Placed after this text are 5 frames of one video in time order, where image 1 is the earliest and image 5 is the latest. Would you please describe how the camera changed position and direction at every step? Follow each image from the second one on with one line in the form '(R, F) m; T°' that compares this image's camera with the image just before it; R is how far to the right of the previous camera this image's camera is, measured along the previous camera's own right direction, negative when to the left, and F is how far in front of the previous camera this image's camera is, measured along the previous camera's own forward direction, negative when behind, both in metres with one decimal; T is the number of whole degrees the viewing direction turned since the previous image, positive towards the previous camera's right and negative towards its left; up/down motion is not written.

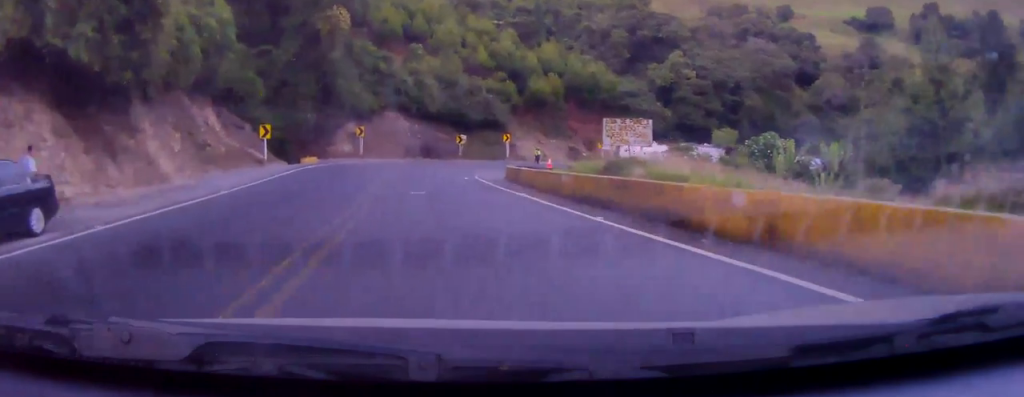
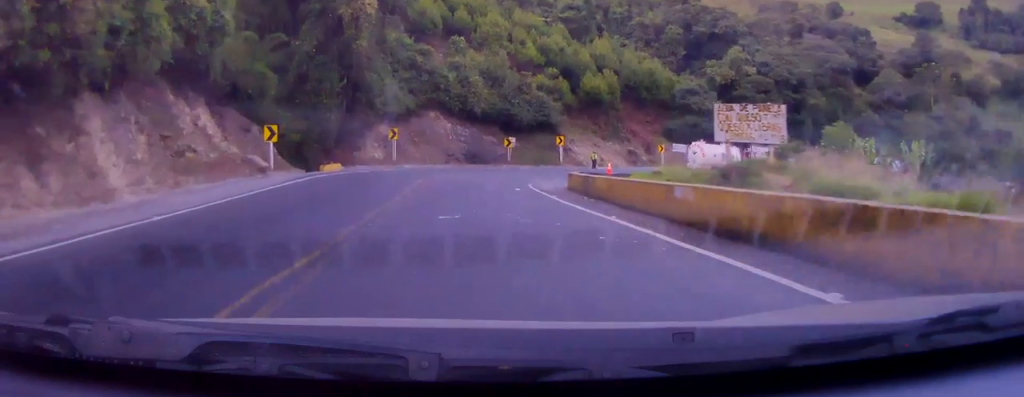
(0.0, +6.9) m; -3°
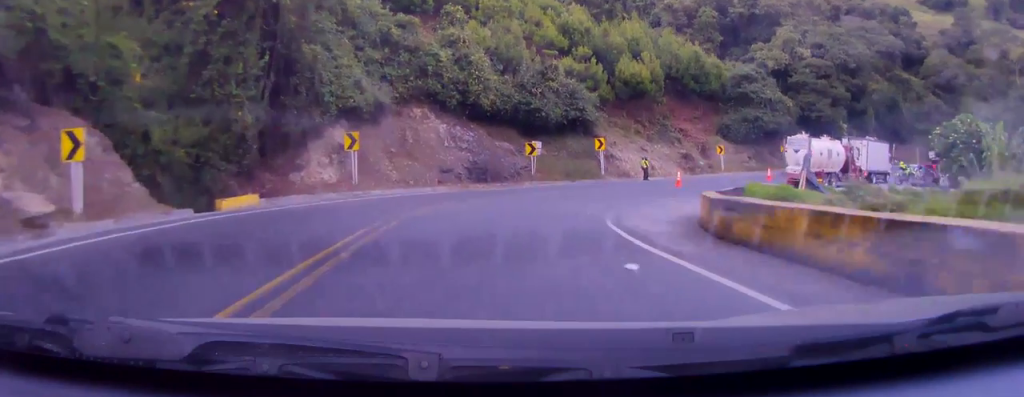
(+0.5, +16.1) m; +10°
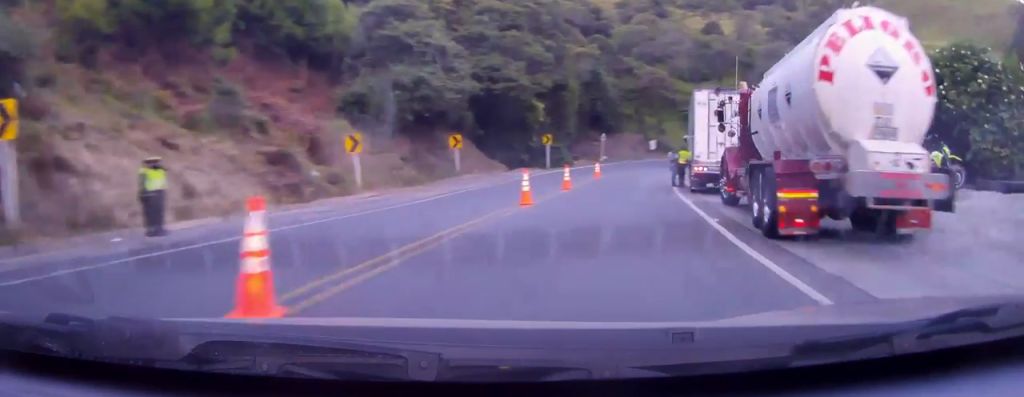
(+8.3, +29.3) m; +37°
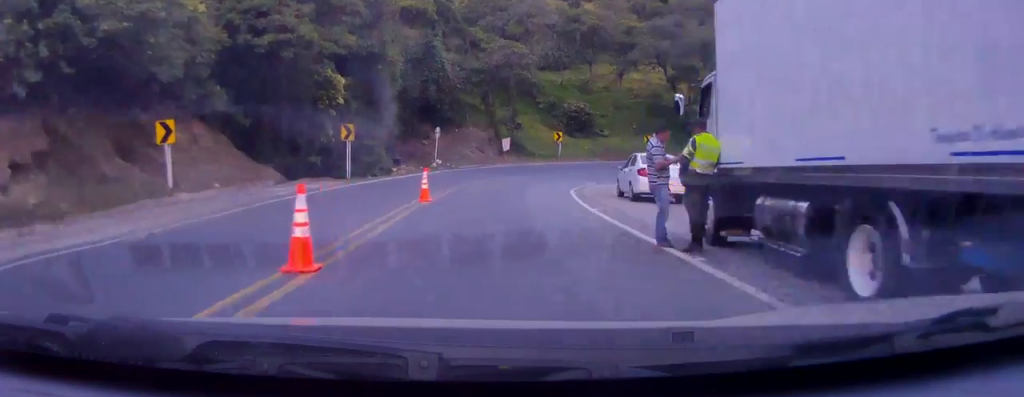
(+2.7, +18.3) m; +15°
